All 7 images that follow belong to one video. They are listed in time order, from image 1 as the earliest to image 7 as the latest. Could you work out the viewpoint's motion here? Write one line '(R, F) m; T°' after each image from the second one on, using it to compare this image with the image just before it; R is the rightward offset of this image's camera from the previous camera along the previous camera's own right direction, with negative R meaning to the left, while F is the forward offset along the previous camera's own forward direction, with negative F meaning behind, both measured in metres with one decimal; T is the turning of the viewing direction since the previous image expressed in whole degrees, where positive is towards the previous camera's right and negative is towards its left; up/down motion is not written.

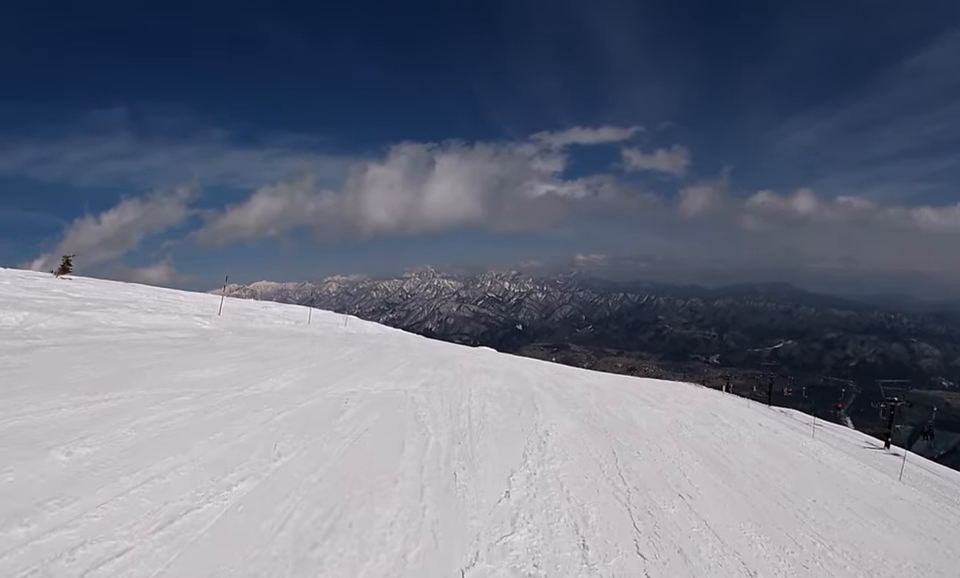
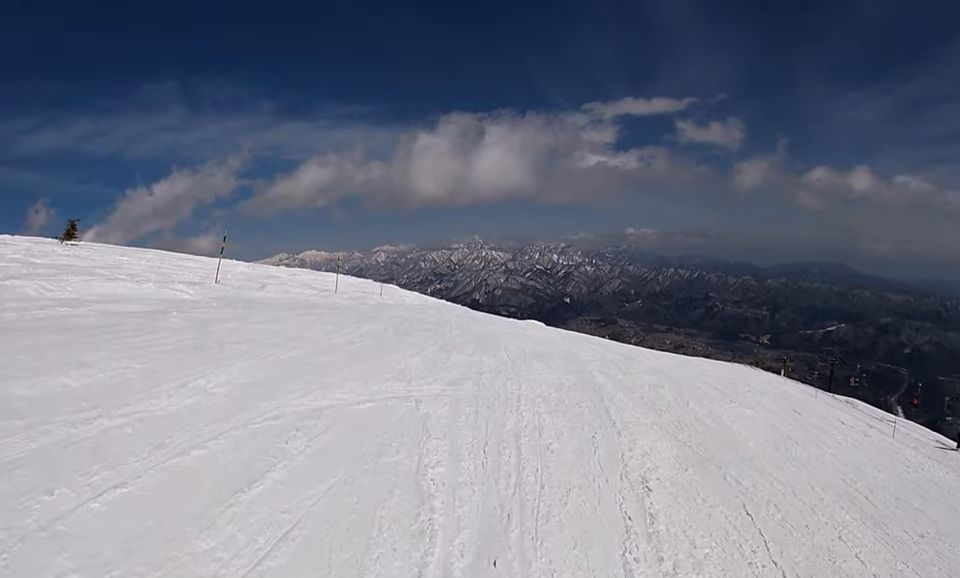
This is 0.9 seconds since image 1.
(+0.1, +3.3) m; 0°
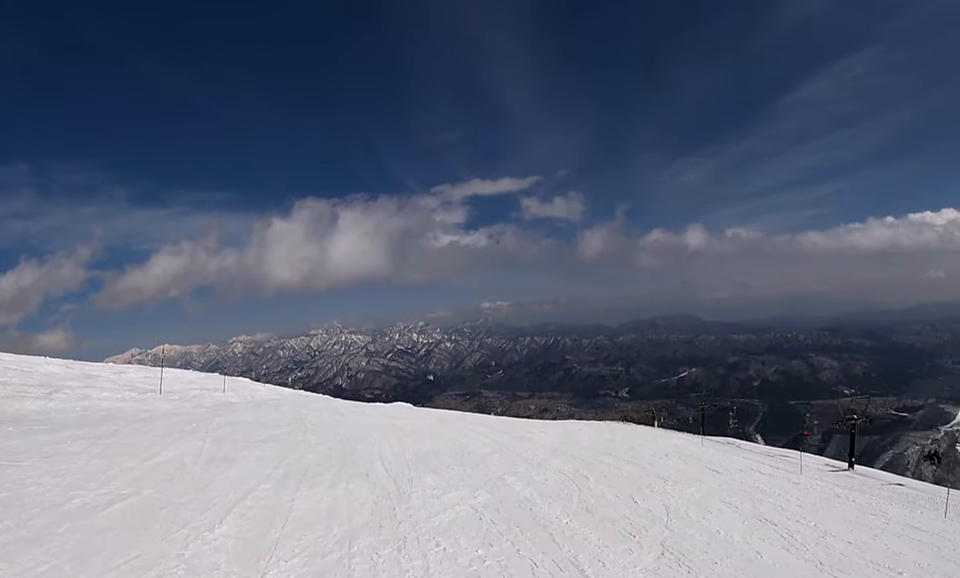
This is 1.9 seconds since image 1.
(0.0, +4.2) m; 0°
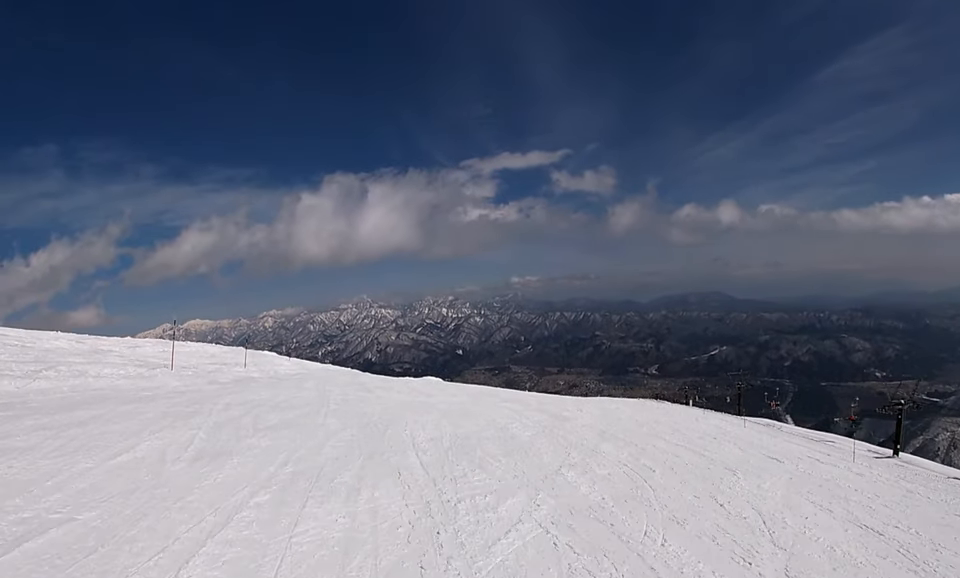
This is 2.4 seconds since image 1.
(-0.3, +2.0) m; -1°
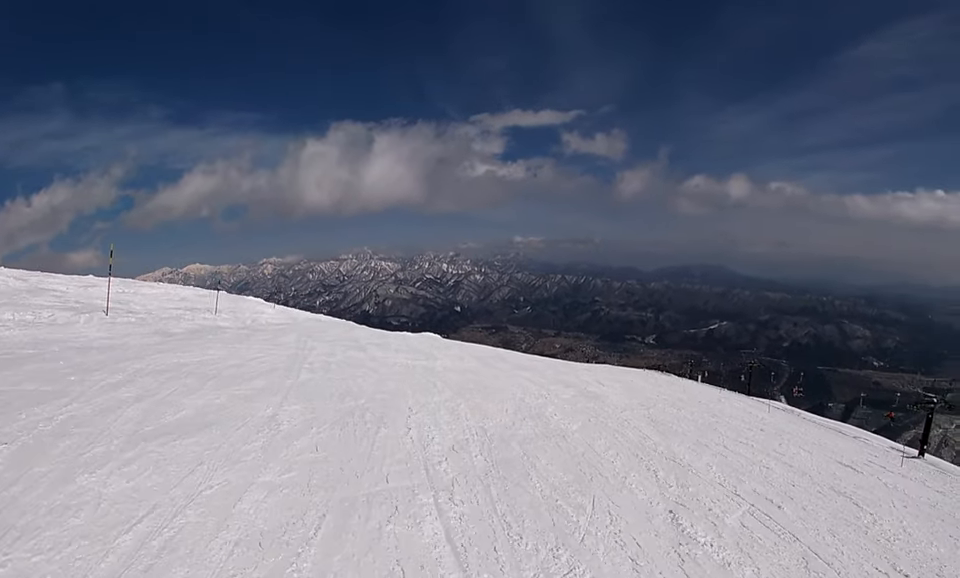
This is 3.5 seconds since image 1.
(+0.4, +4.0) m; -7°
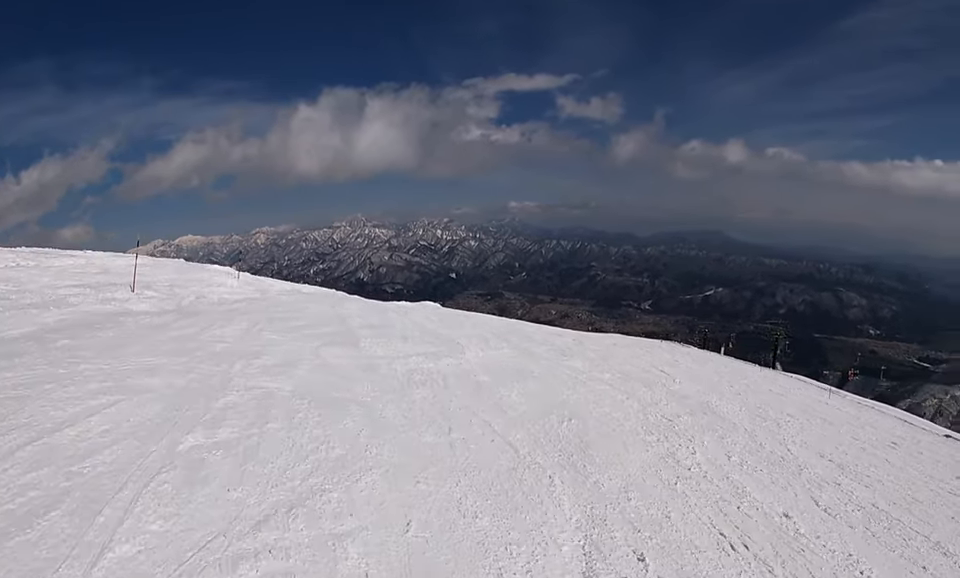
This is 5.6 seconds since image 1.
(+0.9, +7.7) m; +12°
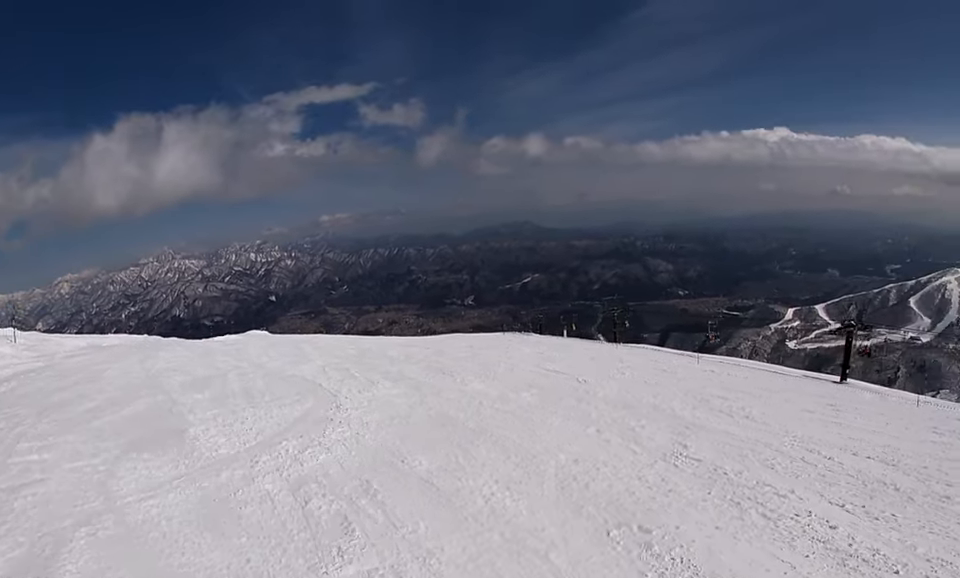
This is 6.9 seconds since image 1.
(+0.4, +4.7) m; +36°
